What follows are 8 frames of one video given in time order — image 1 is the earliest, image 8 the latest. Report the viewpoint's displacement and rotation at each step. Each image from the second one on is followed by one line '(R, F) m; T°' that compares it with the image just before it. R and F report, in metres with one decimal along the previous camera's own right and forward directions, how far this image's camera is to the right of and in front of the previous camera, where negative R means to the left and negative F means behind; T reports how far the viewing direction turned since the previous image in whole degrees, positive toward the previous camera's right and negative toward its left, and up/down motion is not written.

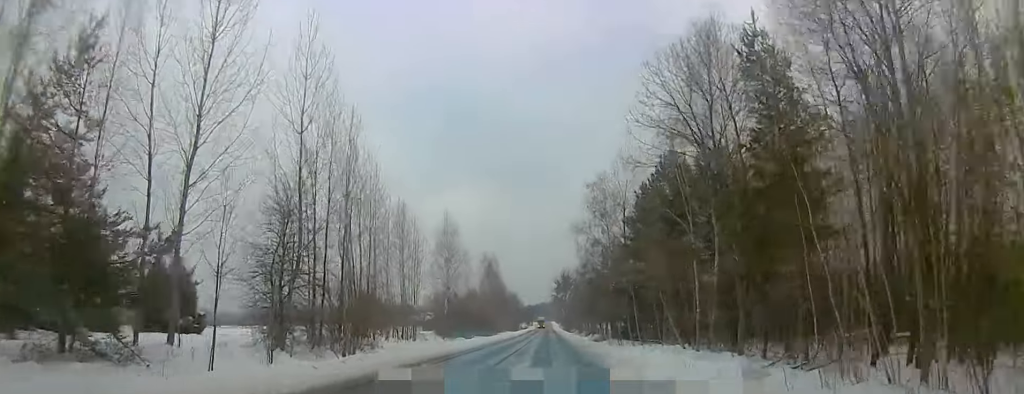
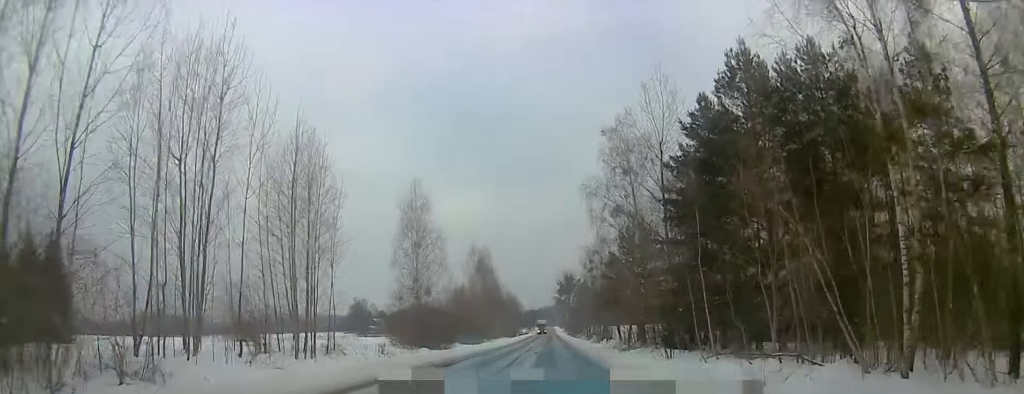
(-0.1, +21.8) m; 0°
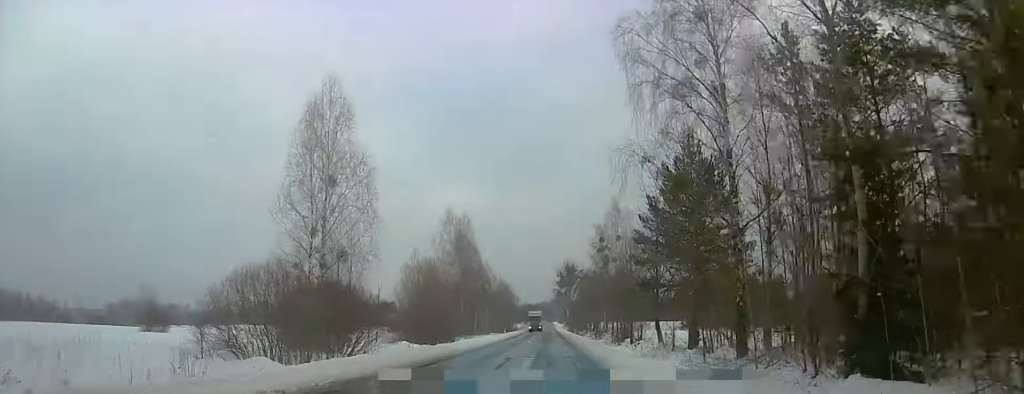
(0.0, +27.2) m; 0°
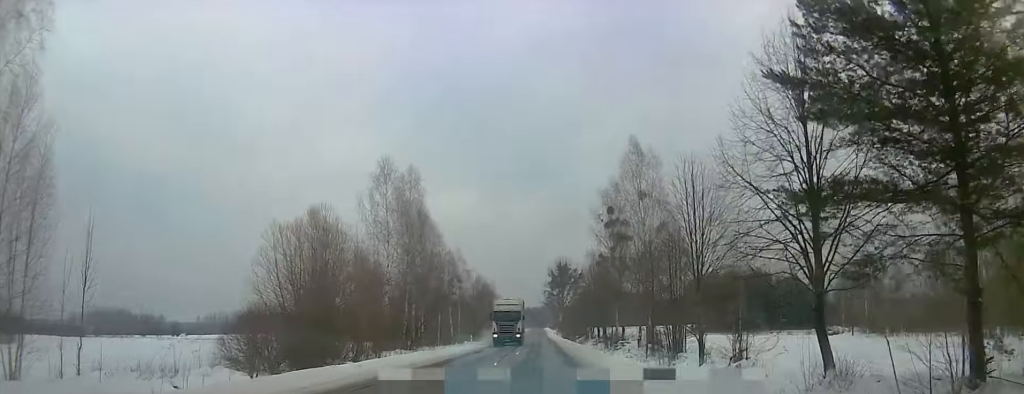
(-0.3, +30.1) m; +3°
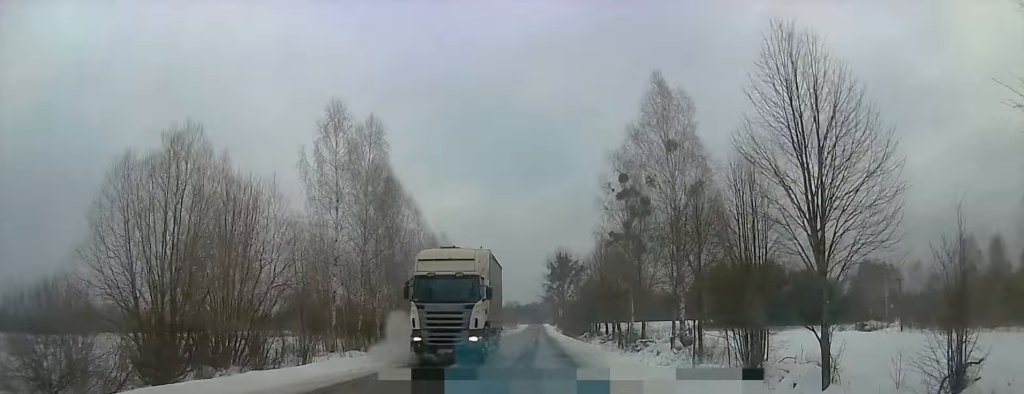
(+0.9, +14.2) m; +1°
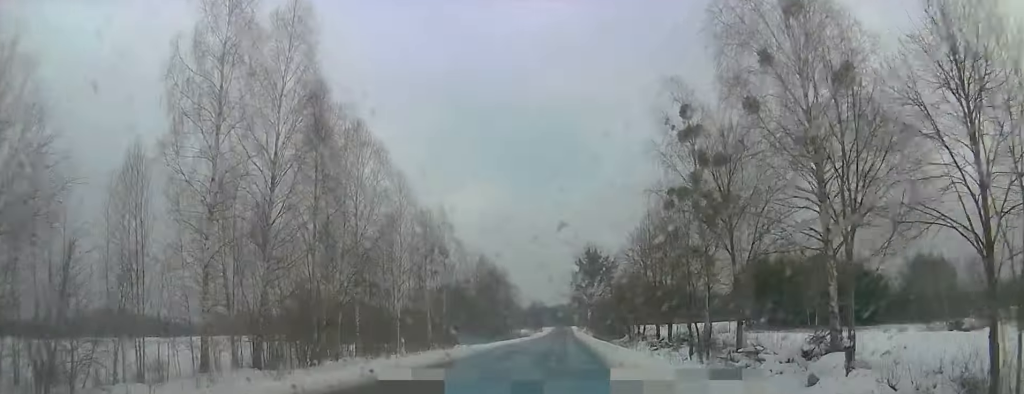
(-1.0, +19.4) m; -5°
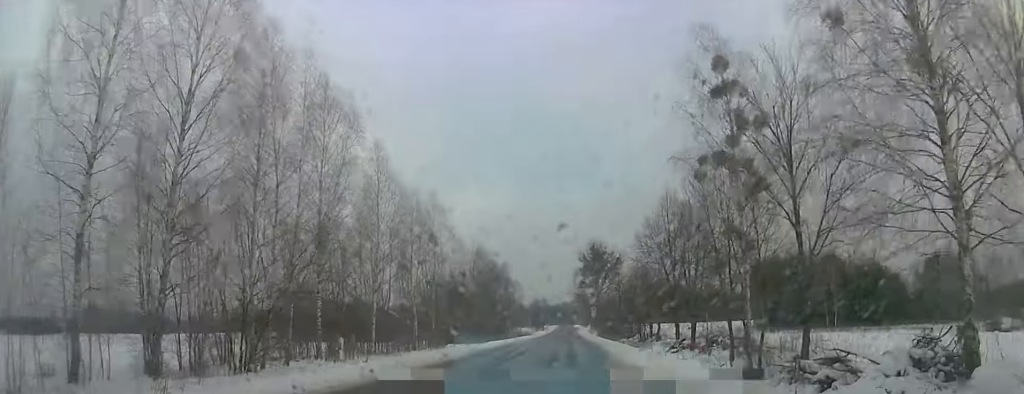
(-0.1, +7.6) m; 0°
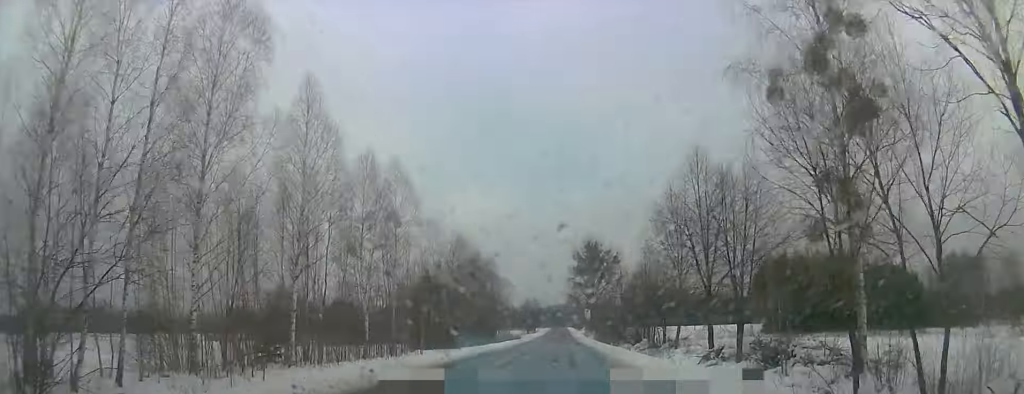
(0.0, +12.4) m; 0°
